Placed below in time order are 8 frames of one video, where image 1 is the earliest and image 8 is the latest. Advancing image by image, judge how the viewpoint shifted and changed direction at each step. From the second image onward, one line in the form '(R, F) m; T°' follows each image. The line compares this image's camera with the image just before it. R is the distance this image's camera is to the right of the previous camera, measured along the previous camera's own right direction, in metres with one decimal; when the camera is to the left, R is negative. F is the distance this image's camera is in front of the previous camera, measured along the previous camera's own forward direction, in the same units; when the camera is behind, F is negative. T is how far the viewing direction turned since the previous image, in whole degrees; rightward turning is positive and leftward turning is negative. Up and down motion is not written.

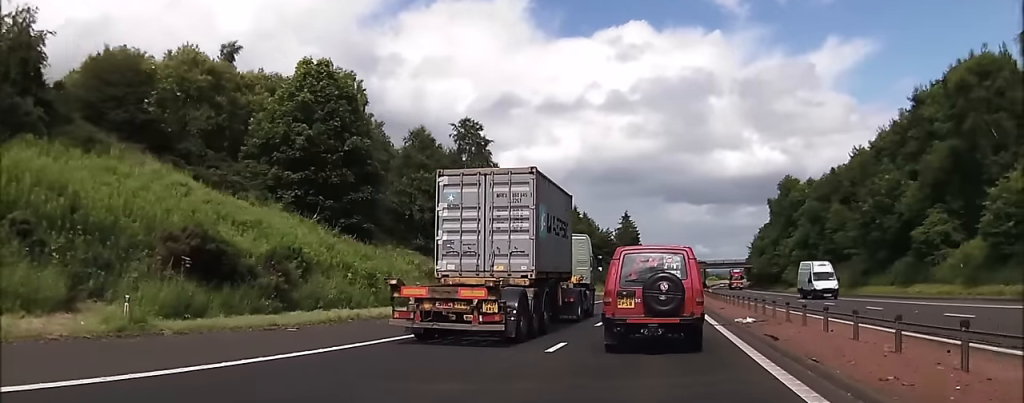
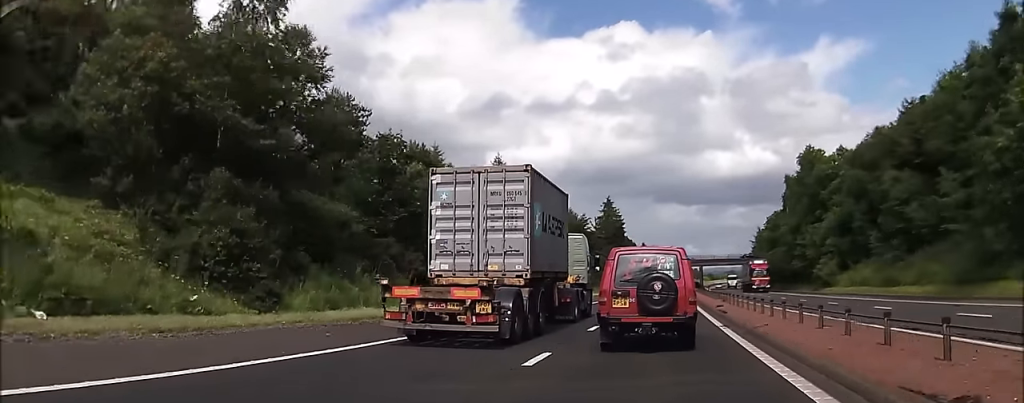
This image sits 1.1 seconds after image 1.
(+0.2, +27.0) m; 0°
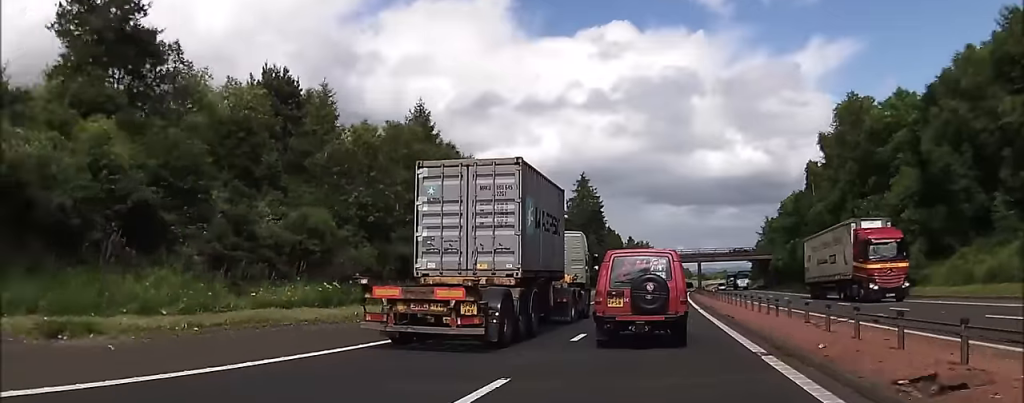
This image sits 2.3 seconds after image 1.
(+0.1, +28.7) m; +1°
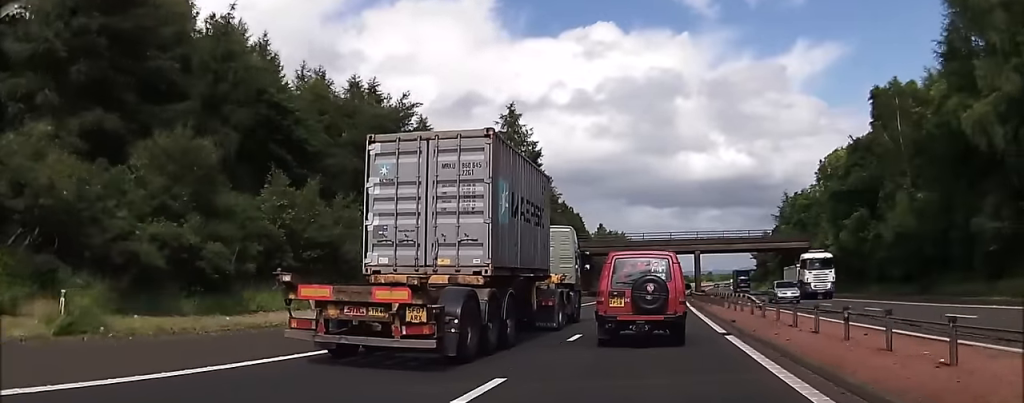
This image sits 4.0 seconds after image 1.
(+0.7, +42.3) m; +2°
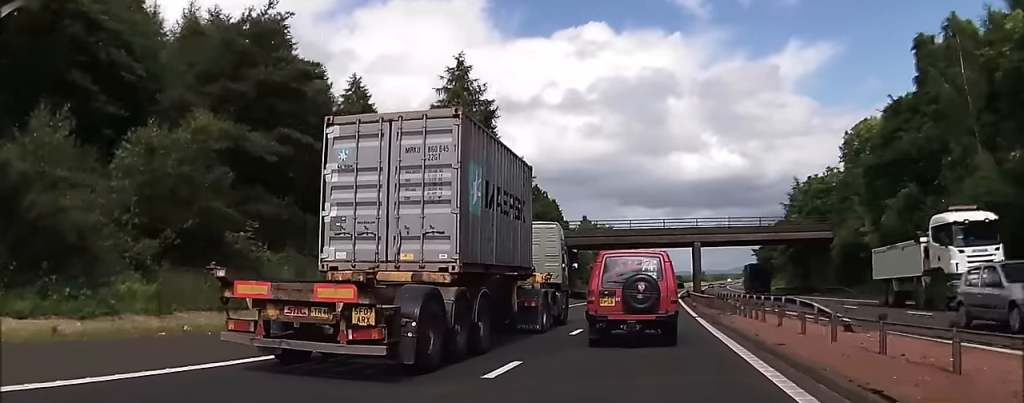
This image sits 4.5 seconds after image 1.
(+0.1, +14.8) m; +1°
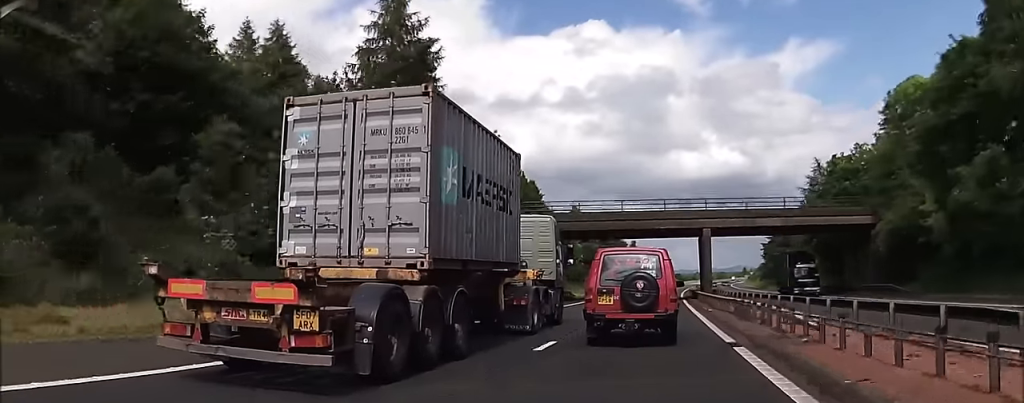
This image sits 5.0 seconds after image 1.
(+0.1, +13.4) m; 0°
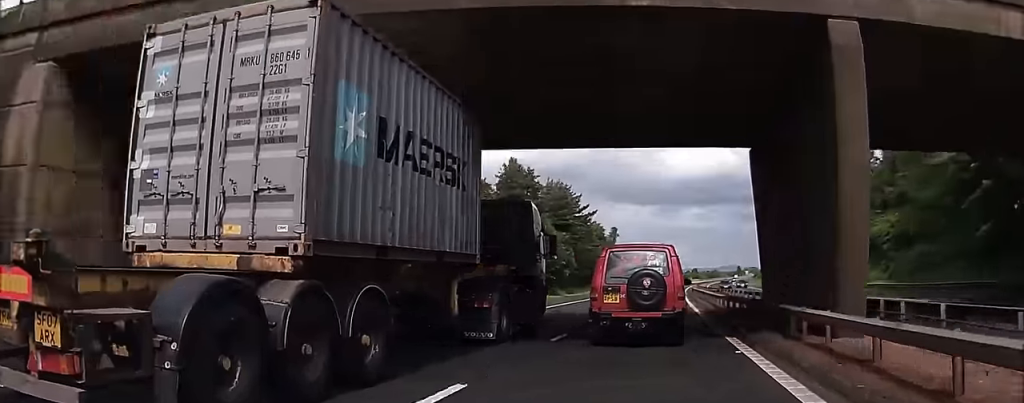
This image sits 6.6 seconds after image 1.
(+0.2, +41.0) m; +1°
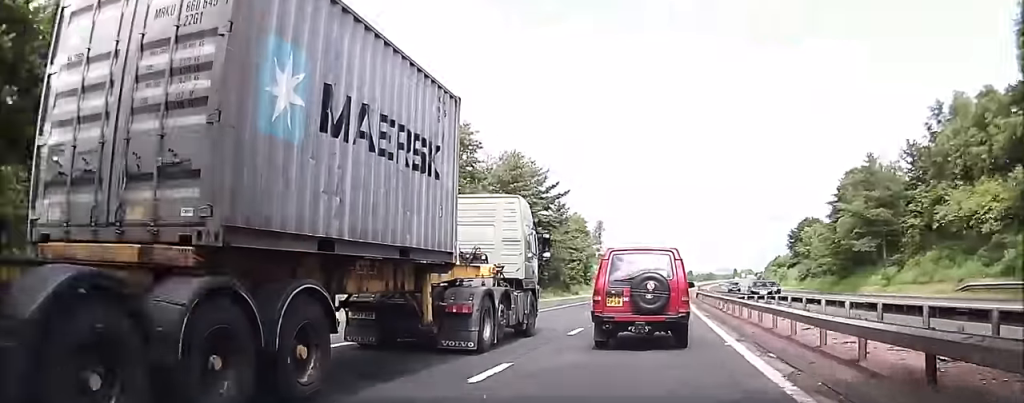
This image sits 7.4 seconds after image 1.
(+0.3, +21.5) m; +1°
